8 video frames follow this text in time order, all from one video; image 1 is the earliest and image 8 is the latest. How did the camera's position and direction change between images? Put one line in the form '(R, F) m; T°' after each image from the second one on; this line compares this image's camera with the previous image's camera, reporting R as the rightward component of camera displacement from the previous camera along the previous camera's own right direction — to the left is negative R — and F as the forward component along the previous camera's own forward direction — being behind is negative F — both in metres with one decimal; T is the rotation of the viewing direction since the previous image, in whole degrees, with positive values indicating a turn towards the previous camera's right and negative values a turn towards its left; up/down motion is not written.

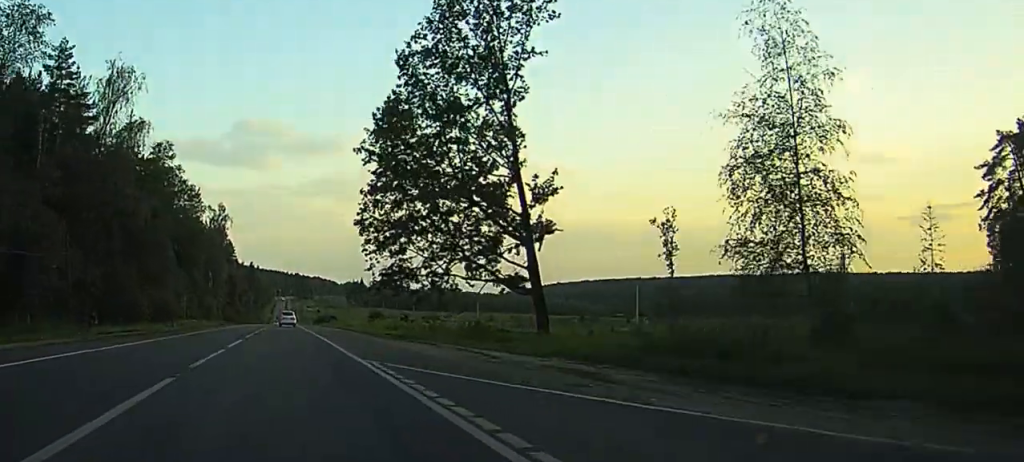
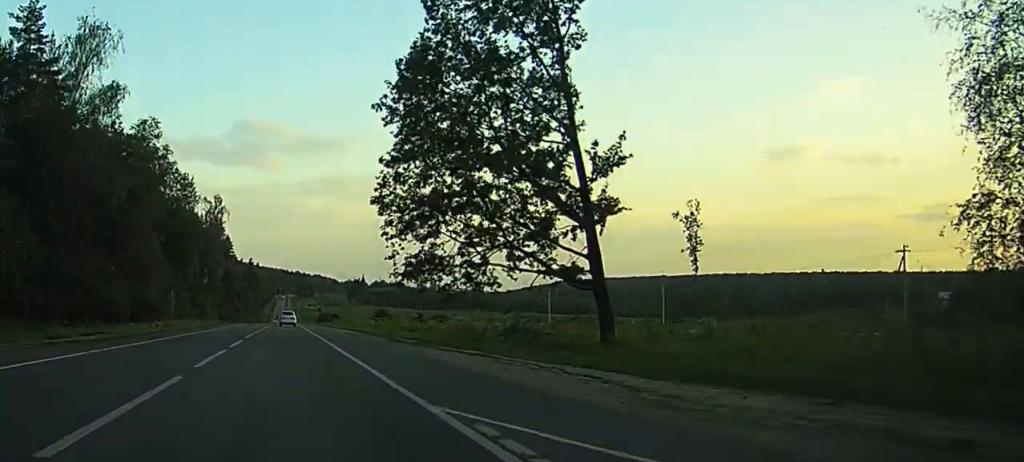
(+0.2, +11.1) m; +1°
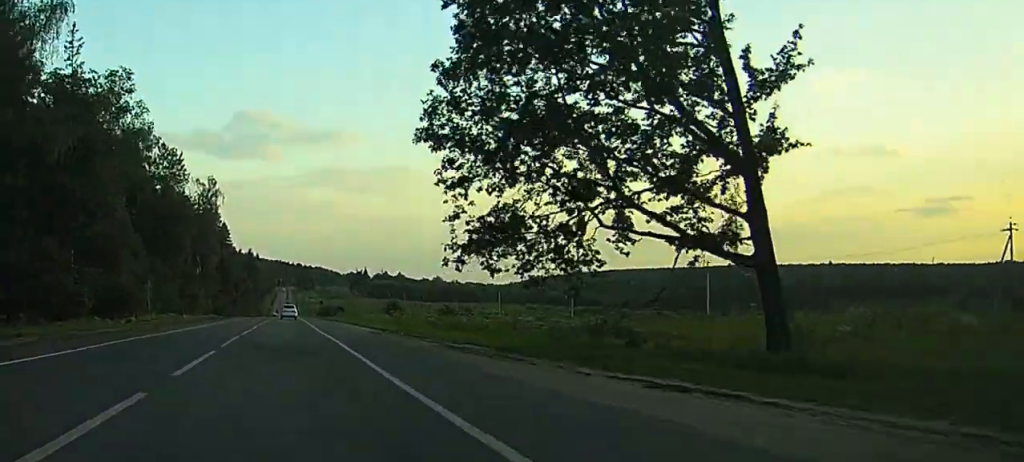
(+0.1, +16.0) m; 0°
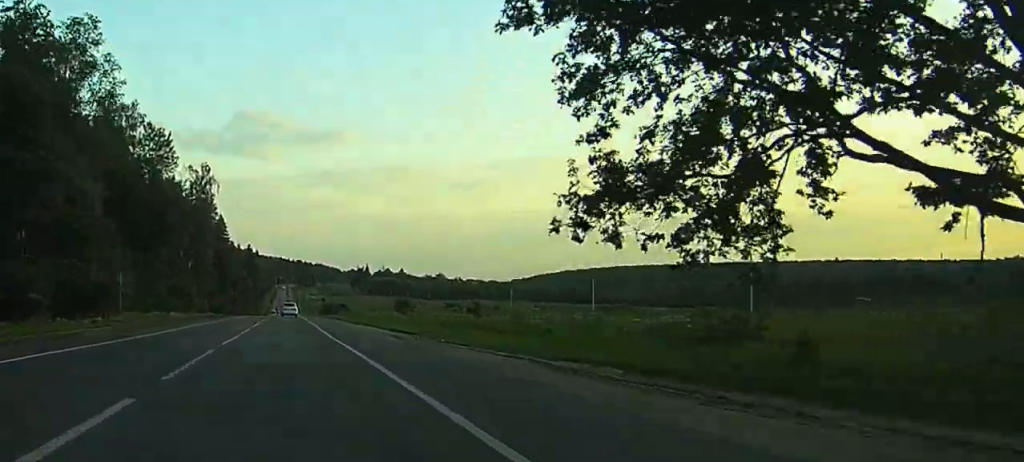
(0.0, +12.9) m; 0°
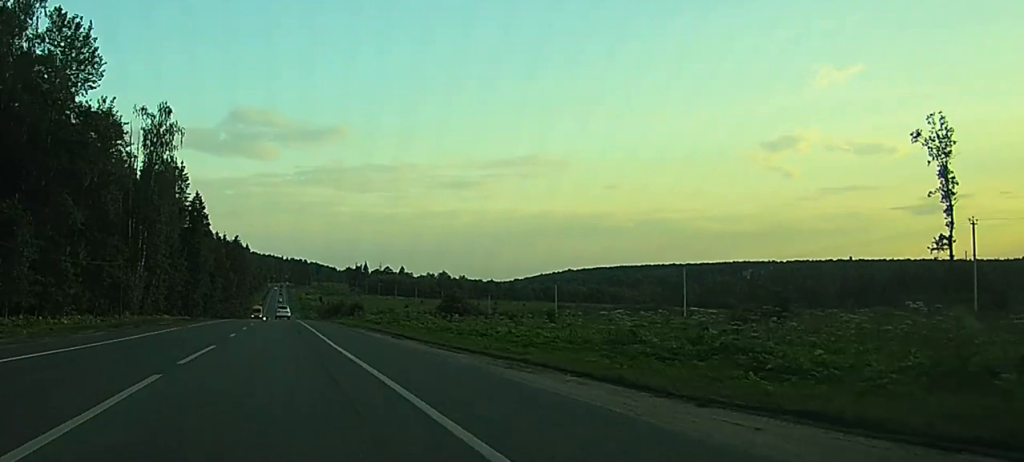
(-0.1, +44.1) m; 0°
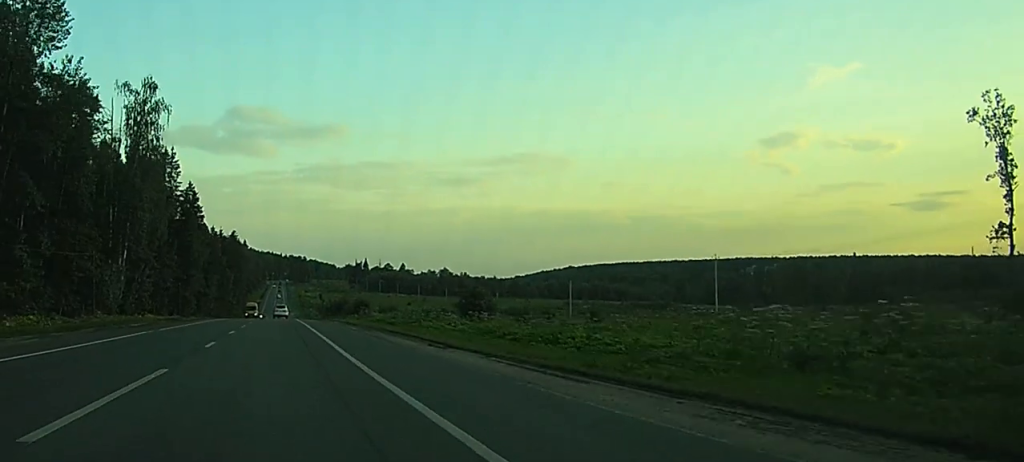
(0.0, +10.7) m; 0°
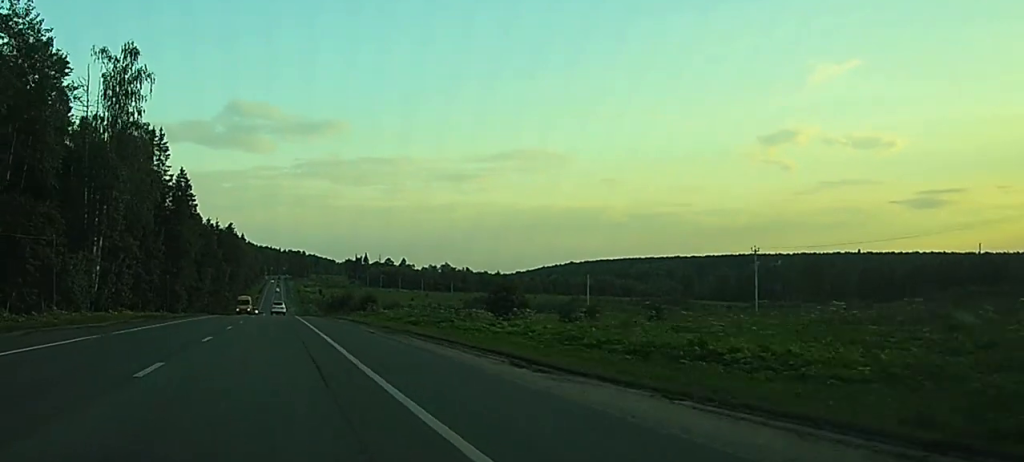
(0.0, +11.5) m; +1°
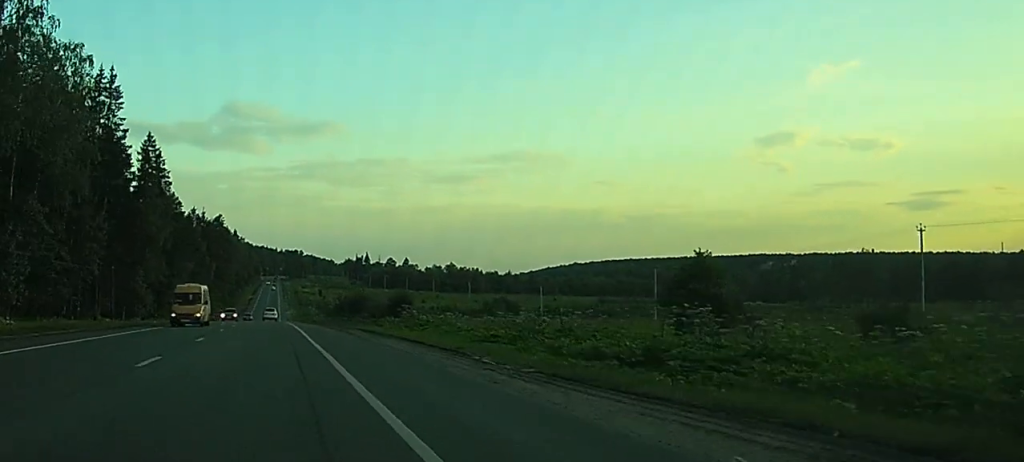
(+0.5, +33.7) m; +1°
